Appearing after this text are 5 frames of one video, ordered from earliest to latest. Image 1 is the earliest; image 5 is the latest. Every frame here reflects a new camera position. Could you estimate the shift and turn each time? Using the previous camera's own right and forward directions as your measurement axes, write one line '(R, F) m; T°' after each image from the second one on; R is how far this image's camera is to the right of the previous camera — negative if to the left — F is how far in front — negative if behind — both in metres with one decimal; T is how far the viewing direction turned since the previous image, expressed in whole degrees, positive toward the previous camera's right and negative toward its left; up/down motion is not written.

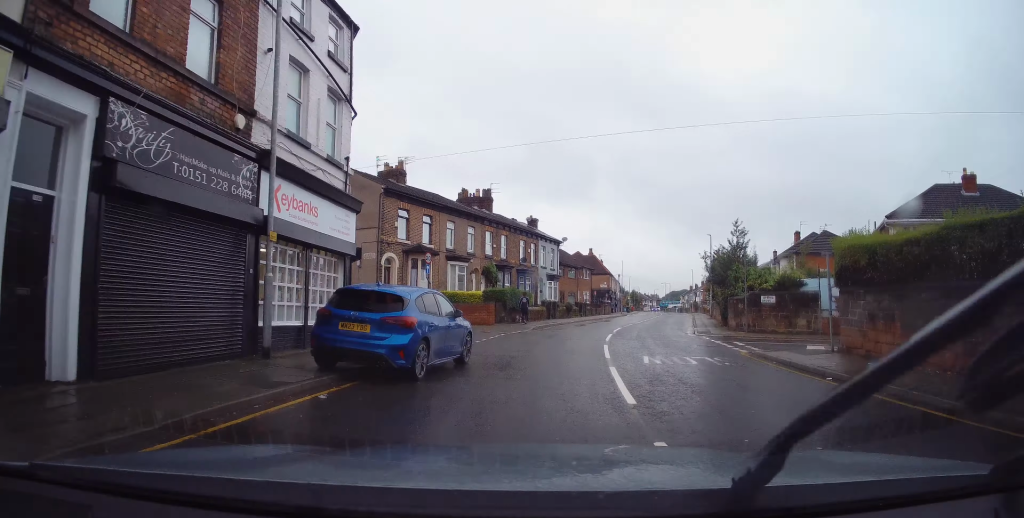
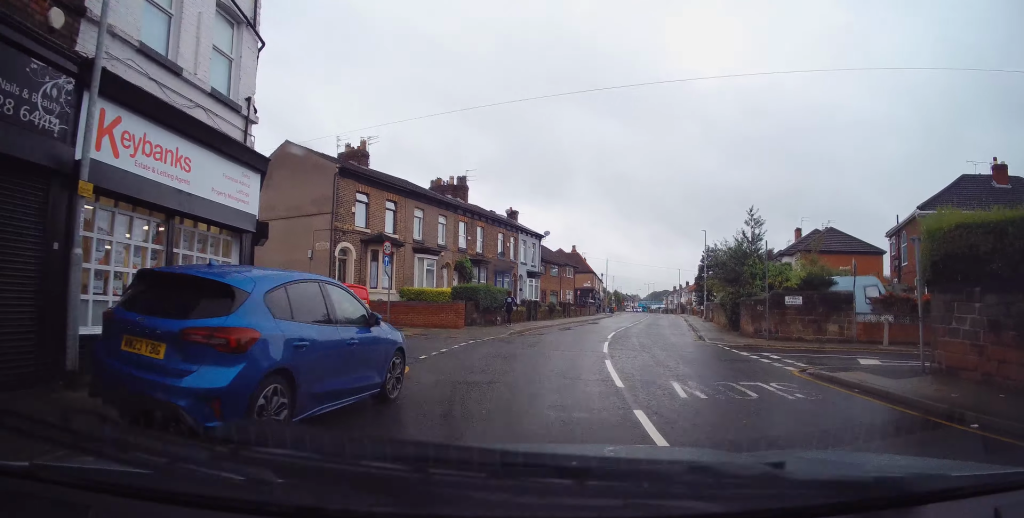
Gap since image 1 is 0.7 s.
(-0.2, +4.5) m; +3°
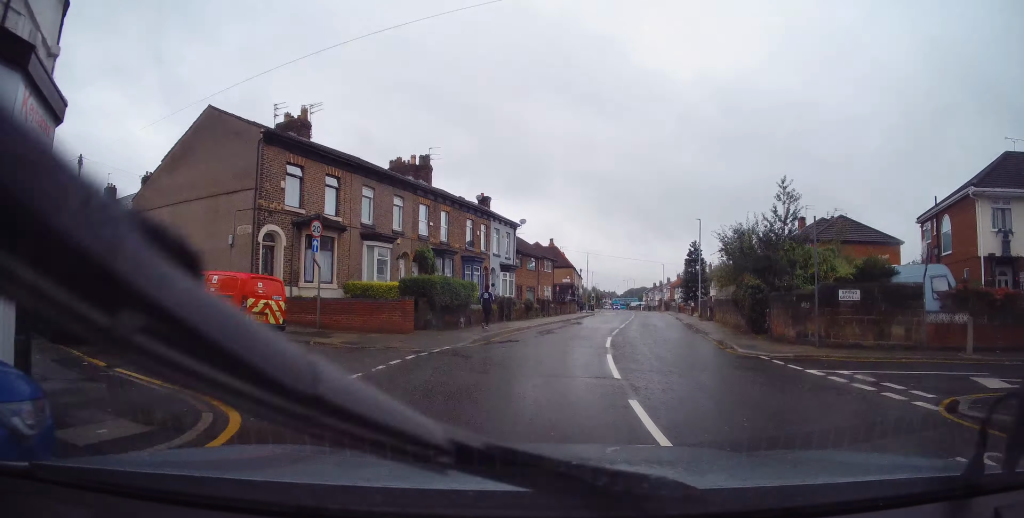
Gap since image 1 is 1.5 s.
(+0.3, +5.4) m; +6°
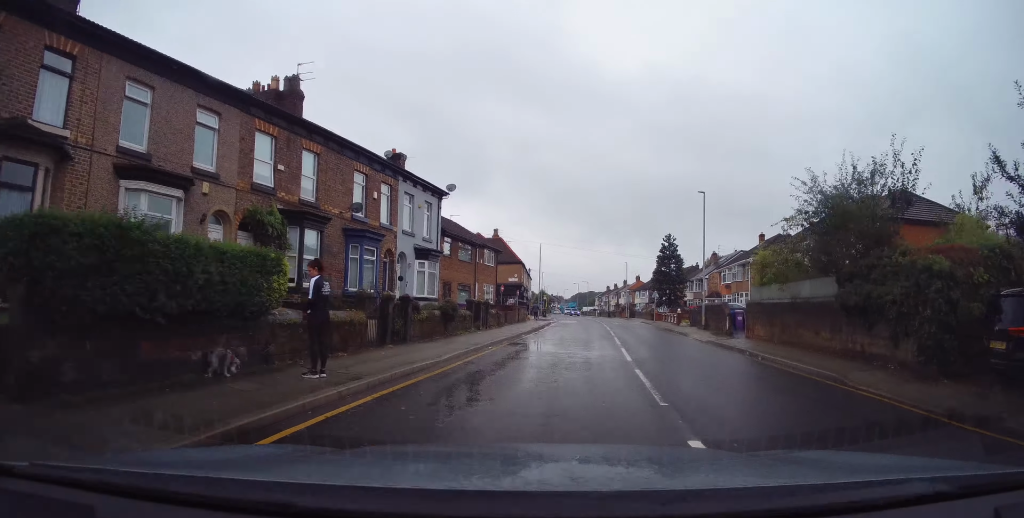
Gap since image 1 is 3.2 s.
(+1.3, +13.7) m; +6°
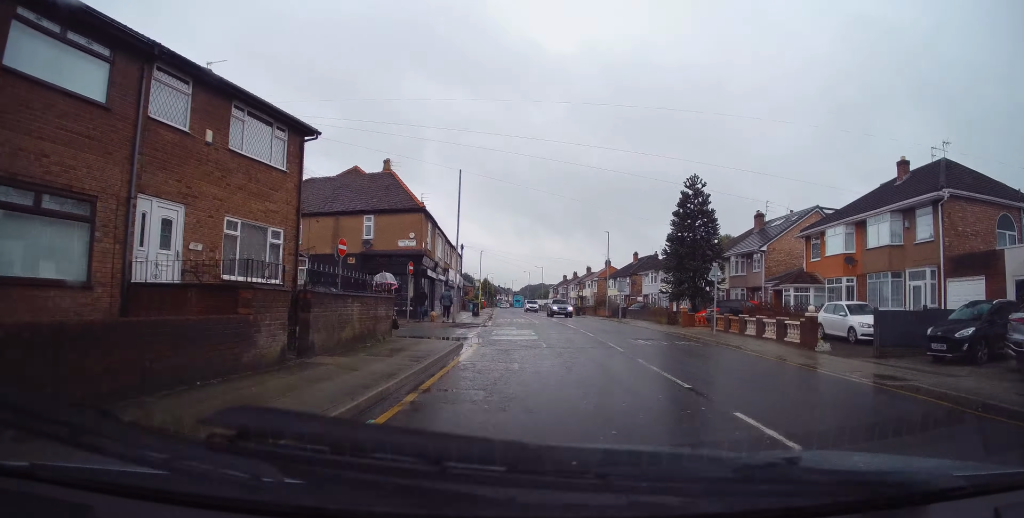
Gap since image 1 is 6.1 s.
(+0.5, +27.5) m; +1°
